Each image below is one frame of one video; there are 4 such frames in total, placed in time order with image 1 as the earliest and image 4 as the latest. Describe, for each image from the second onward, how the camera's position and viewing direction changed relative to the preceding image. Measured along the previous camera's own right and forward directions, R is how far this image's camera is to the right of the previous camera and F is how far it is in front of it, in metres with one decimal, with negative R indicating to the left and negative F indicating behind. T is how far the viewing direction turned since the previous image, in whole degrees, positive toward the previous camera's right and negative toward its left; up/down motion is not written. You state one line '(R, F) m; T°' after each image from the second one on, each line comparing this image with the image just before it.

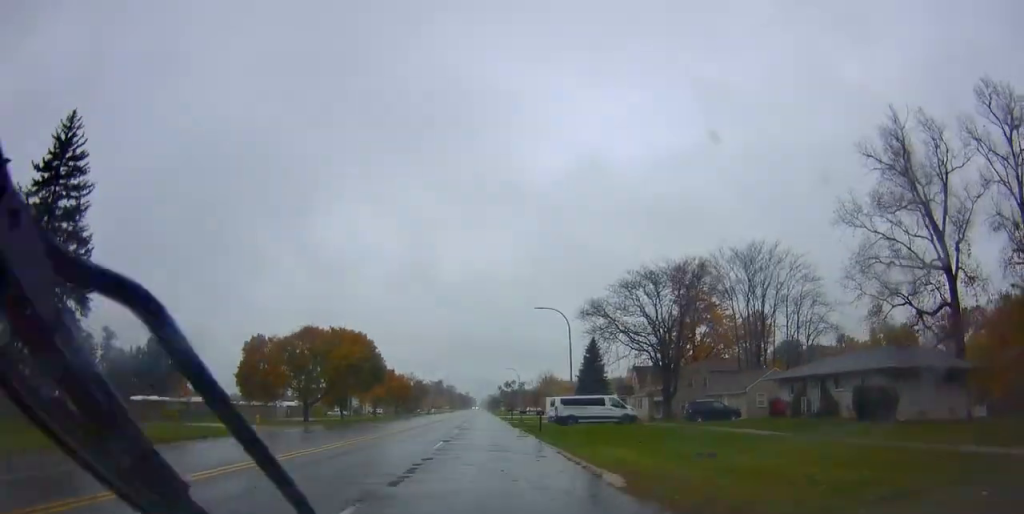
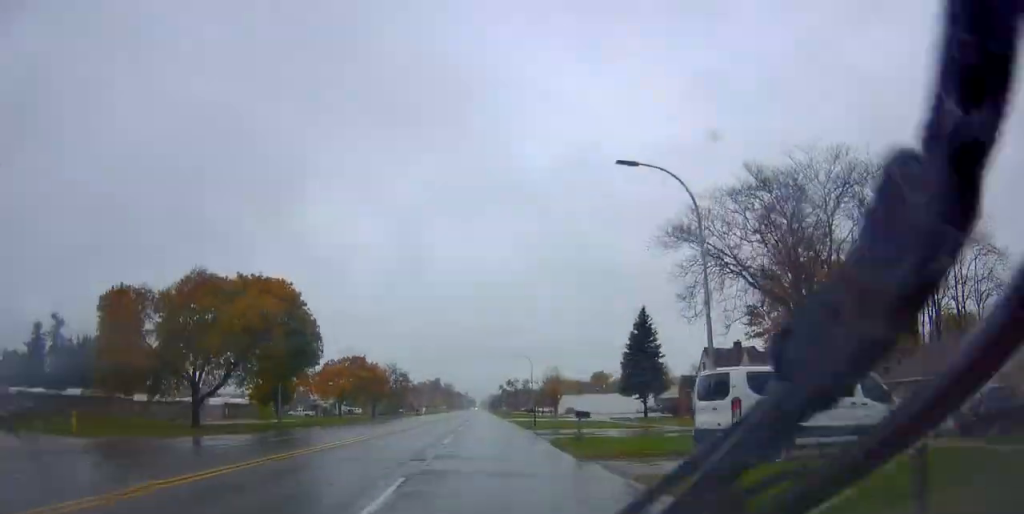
(0.0, +27.1) m; -2°
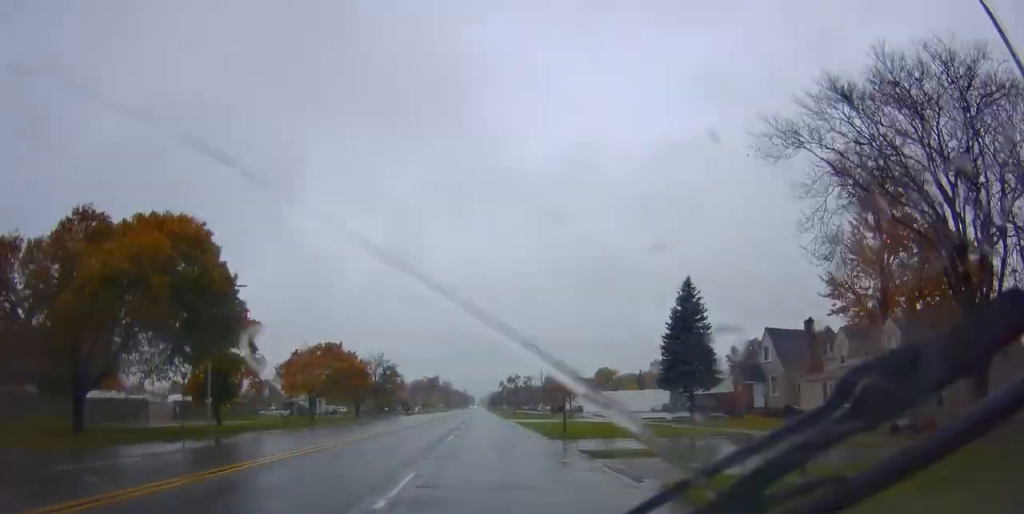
(-0.4, +14.0) m; -1°
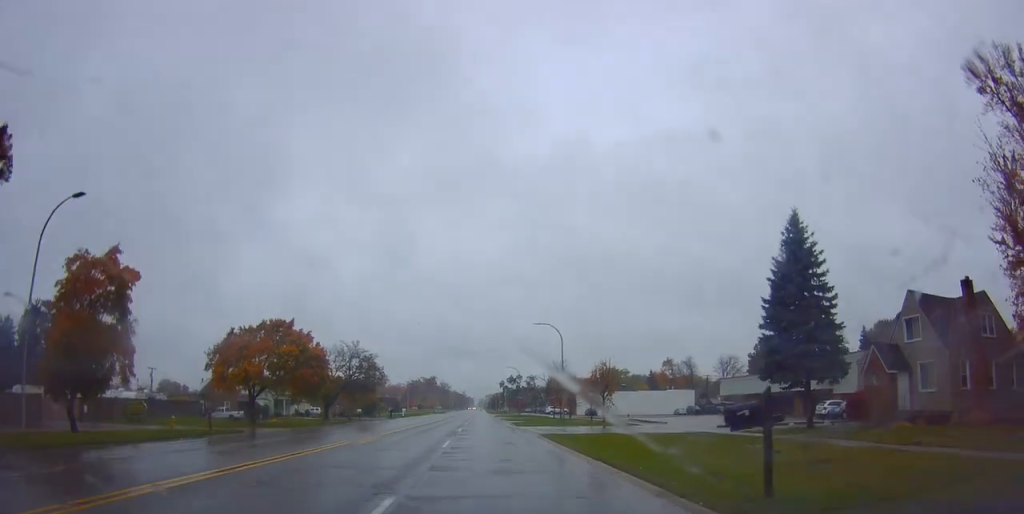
(-0.1, +18.3) m; 0°
